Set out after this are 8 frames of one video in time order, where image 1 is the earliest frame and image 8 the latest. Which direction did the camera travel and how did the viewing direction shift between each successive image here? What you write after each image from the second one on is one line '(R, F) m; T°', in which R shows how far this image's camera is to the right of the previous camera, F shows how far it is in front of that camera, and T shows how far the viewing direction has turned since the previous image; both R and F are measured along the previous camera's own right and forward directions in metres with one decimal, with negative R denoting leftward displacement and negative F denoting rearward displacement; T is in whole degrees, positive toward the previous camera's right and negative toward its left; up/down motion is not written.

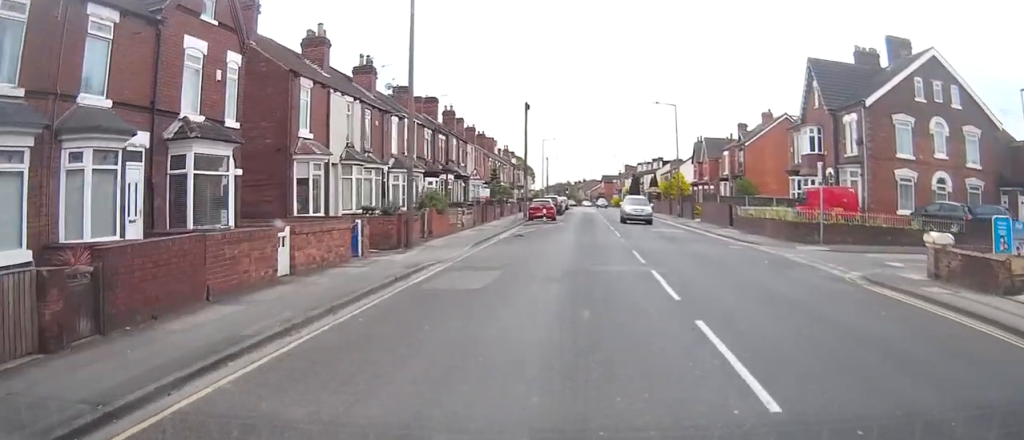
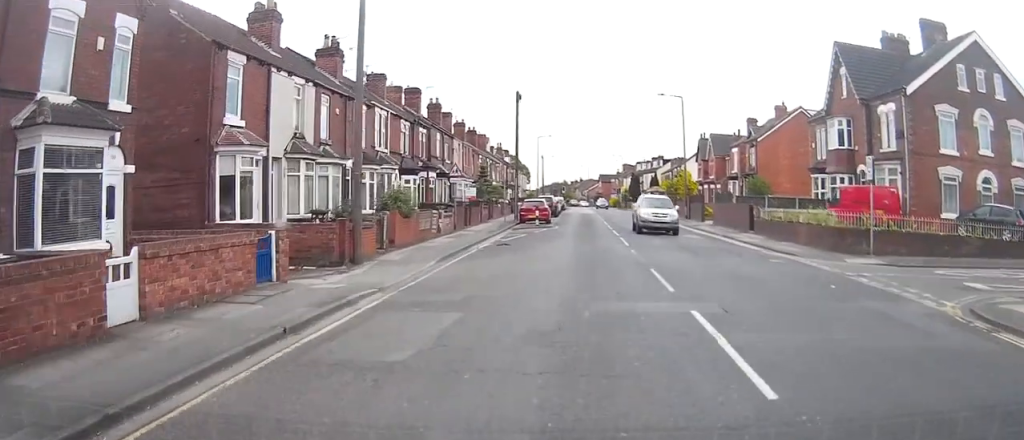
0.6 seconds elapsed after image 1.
(0.0, +5.8) m; 0°
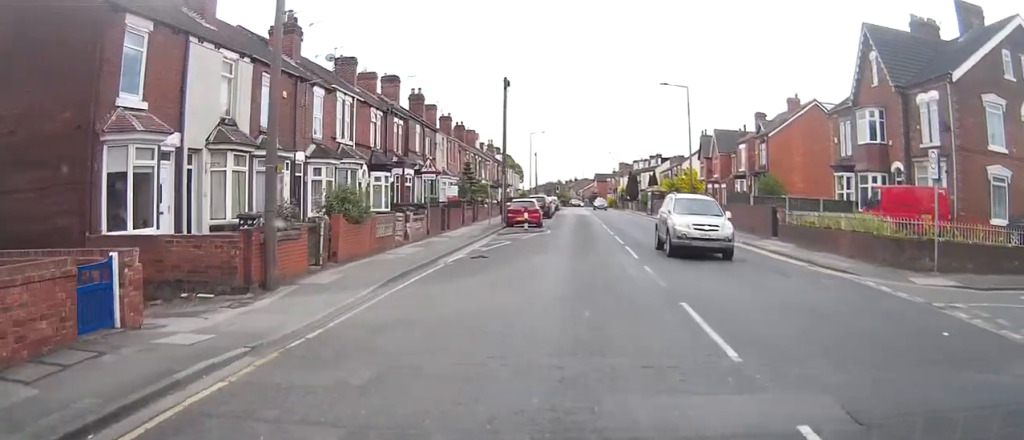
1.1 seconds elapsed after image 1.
(0.0, +5.3) m; 0°
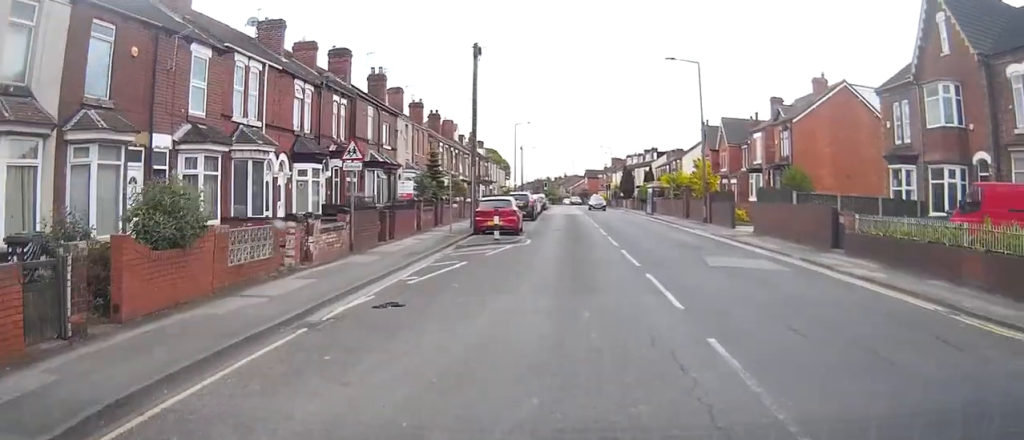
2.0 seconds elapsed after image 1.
(0.0, +9.1) m; +1°
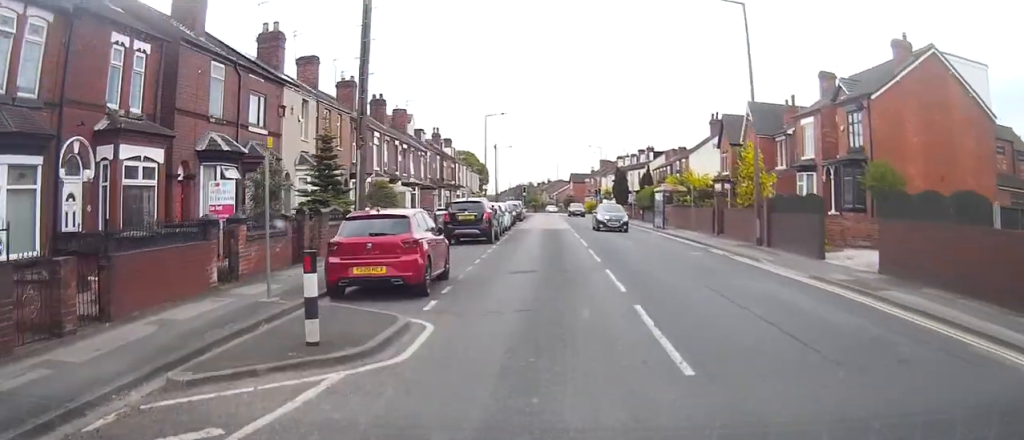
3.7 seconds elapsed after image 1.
(+0.2, +16.1) m; +1°
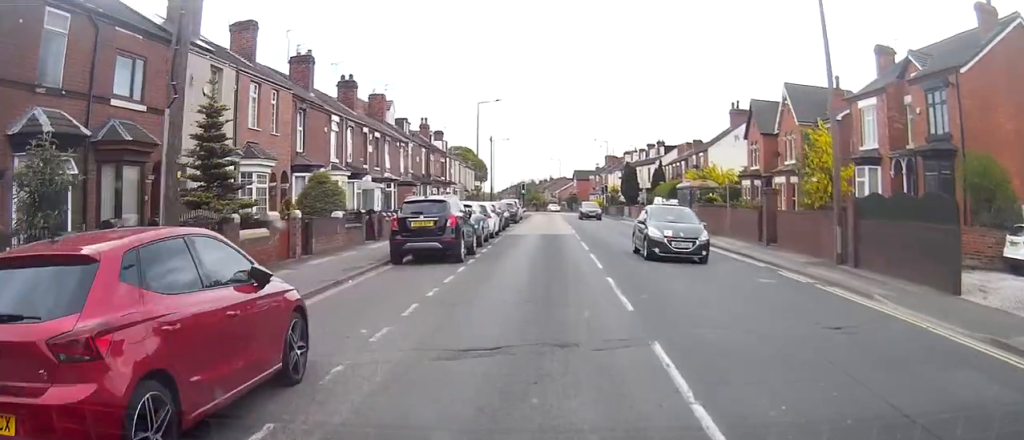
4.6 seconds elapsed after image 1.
(0.0, +8.7) m; 0°
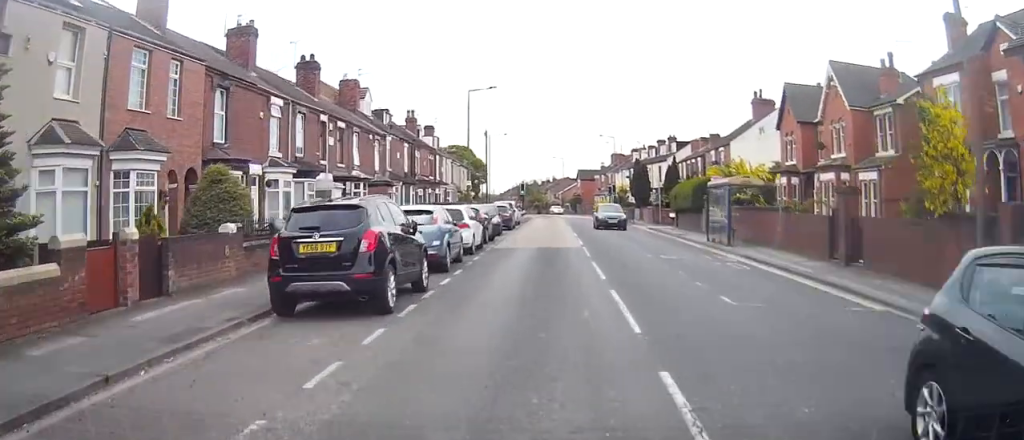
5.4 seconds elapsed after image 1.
(0.0, +7.9) m; 0°
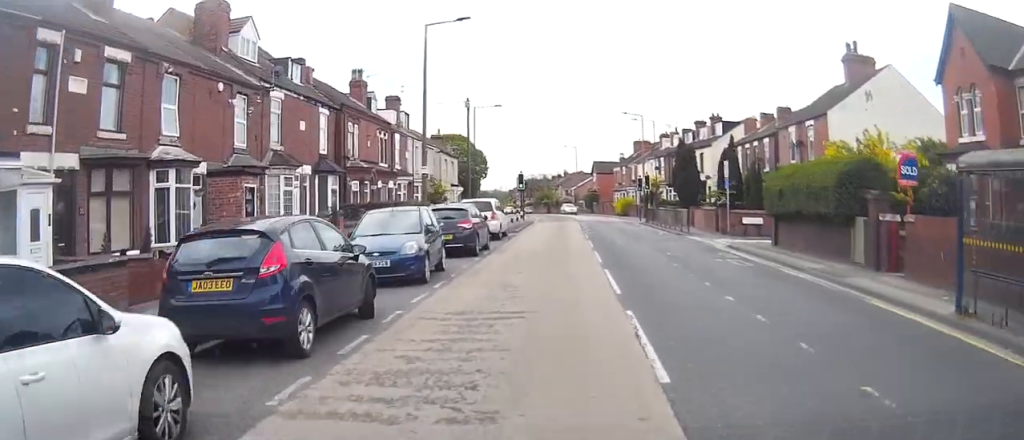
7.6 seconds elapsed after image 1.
(0.0, +20.6) m; 0°
